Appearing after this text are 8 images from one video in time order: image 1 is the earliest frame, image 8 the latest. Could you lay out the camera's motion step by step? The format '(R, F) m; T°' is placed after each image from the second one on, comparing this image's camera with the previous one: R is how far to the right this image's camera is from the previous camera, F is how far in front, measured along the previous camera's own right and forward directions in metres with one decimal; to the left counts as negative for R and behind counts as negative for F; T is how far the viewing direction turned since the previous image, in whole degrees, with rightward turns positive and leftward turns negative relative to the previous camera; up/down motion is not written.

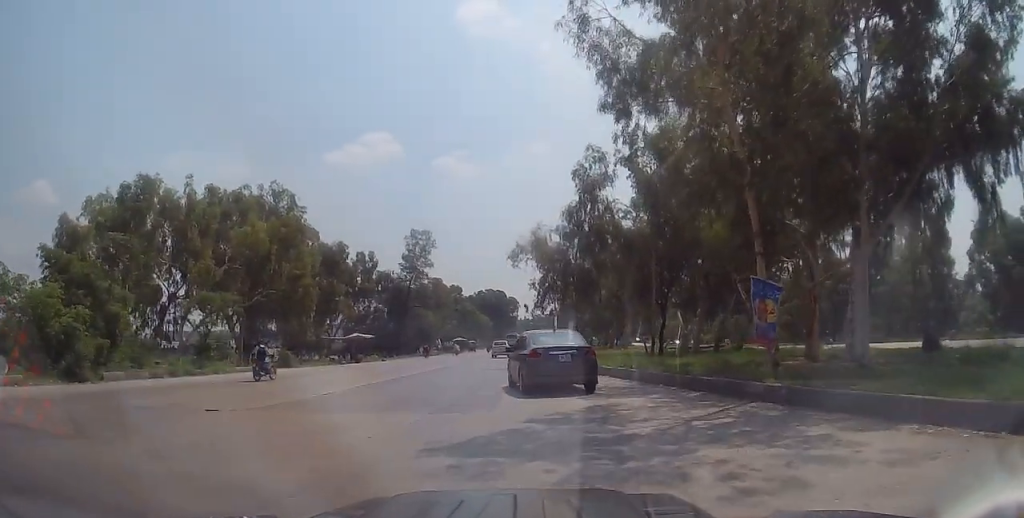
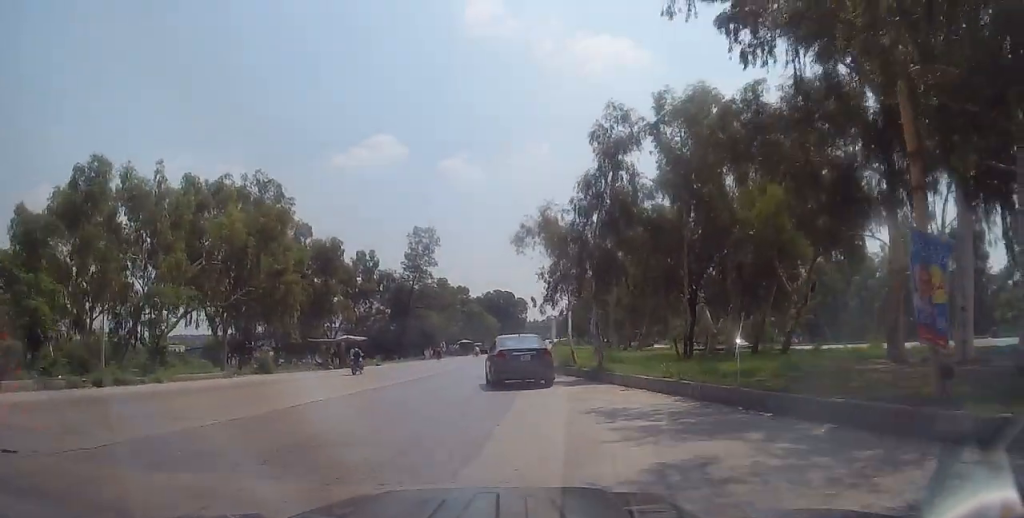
(+0.3, +5.4) m; +1°
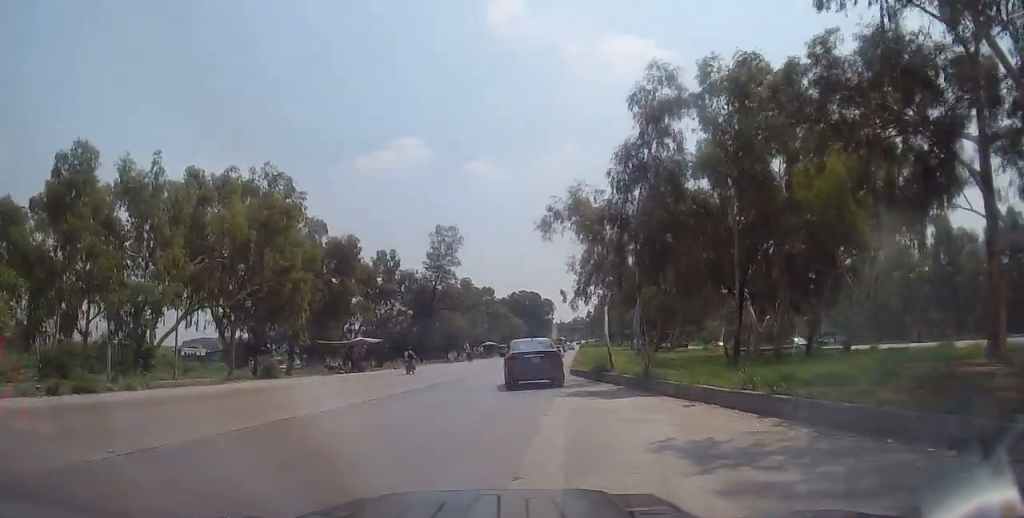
(-0.1, +3.5) m; -3°
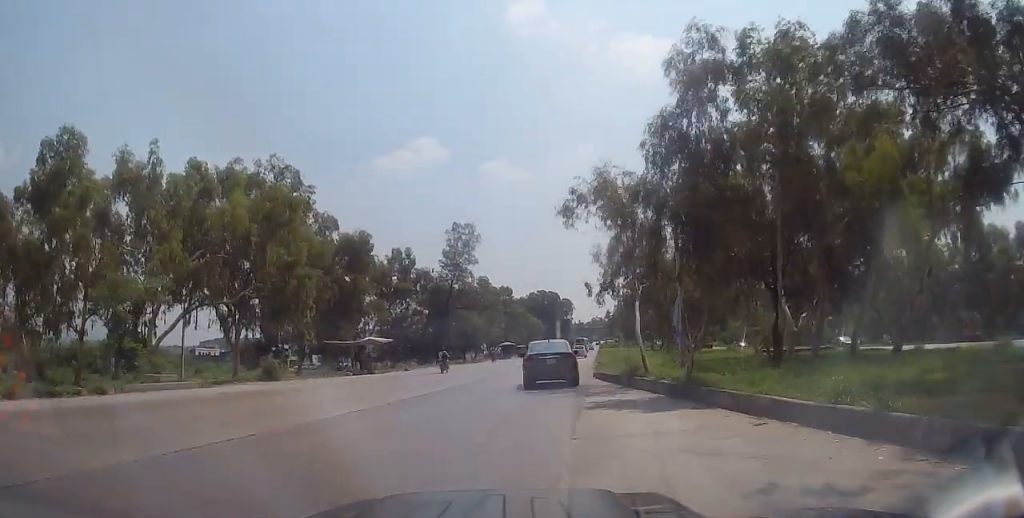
(+0.1, +2.5) m; -3°
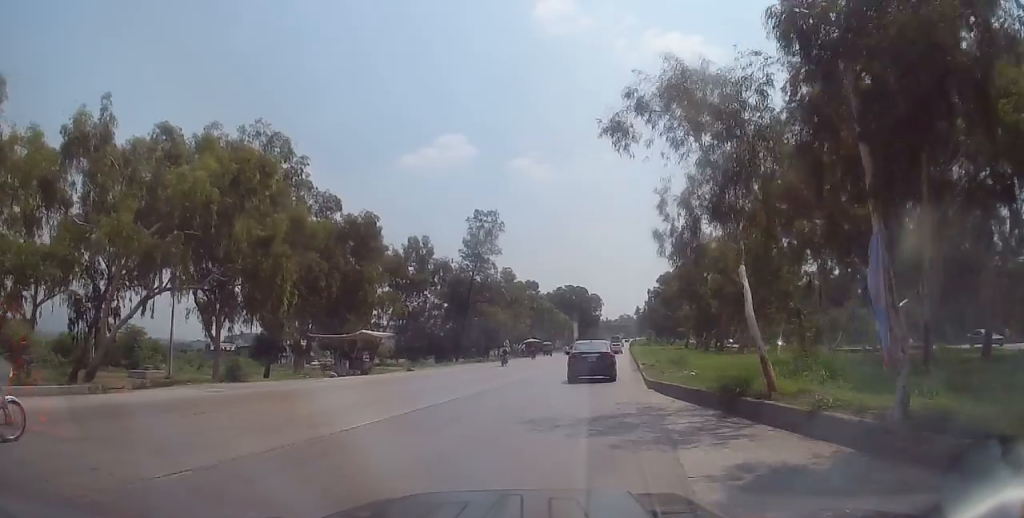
(-0.6, +7.7) m; -2°
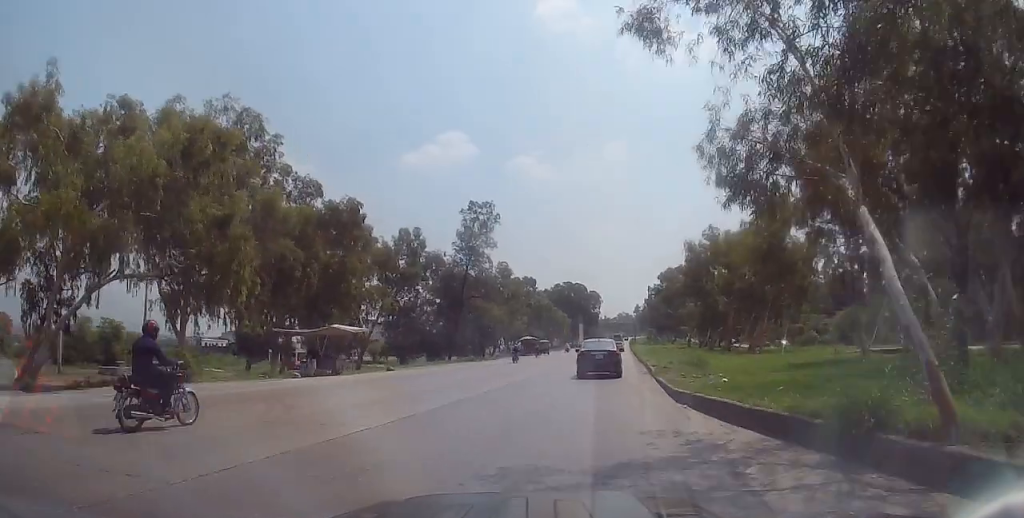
(+0.2, +4.4) m; +2°
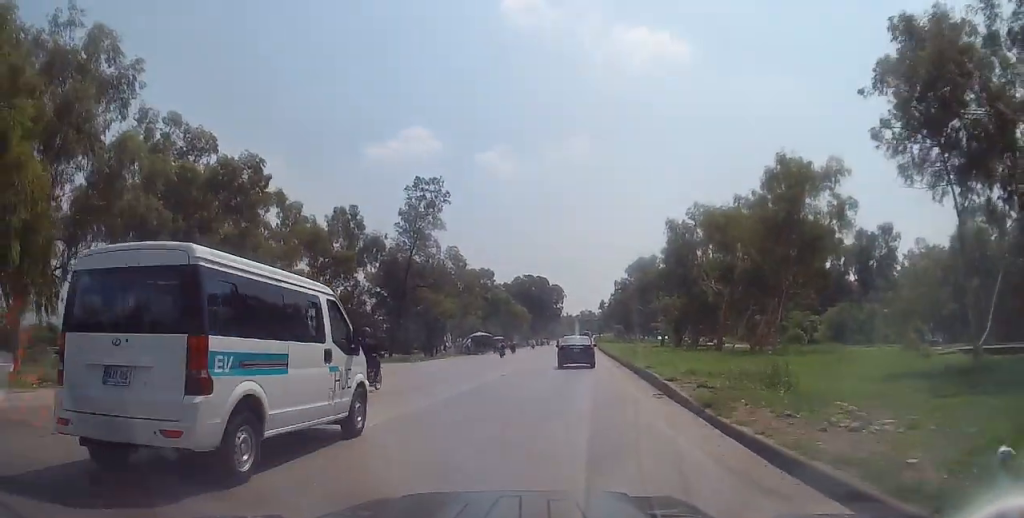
(+0.4, +12.2) m; +2°
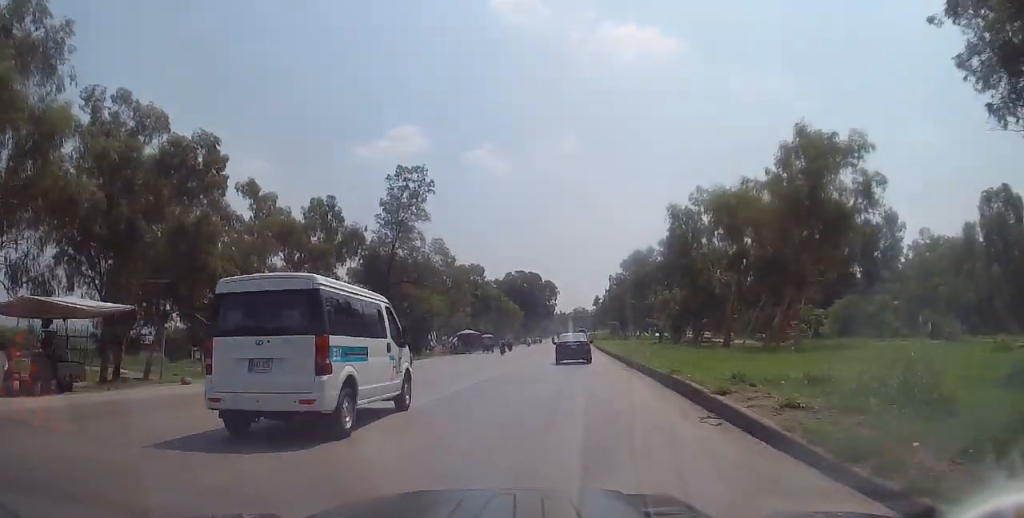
(-0.1, +5.1) m; +2°
